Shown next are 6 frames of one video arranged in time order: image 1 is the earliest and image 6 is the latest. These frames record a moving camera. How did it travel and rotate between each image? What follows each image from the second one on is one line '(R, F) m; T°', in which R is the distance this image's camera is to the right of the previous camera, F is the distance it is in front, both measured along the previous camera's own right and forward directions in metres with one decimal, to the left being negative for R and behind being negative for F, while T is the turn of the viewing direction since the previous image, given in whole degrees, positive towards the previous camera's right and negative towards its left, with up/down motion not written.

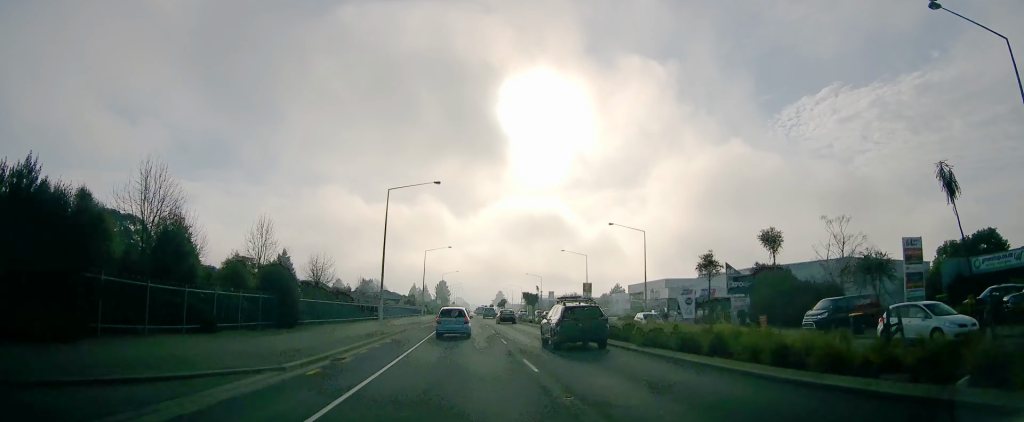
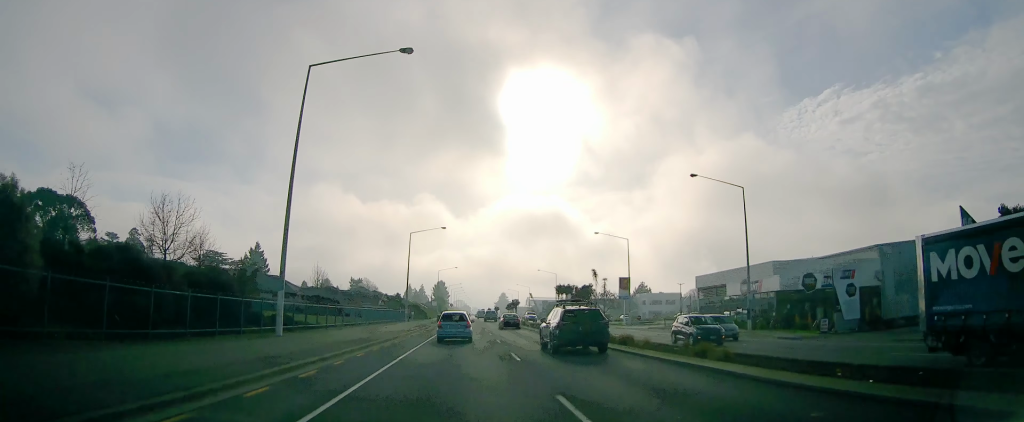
(+0.6, +27.3) m; 0°
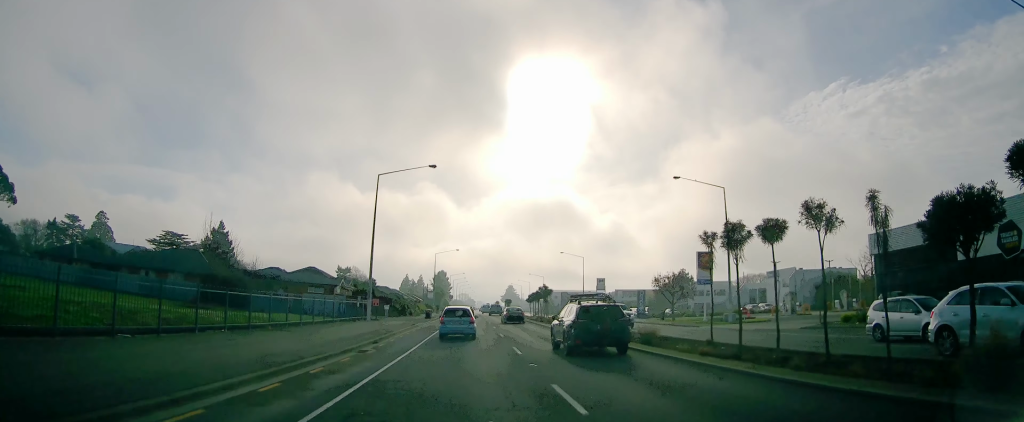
(+0.1, +30.1) m; -1°
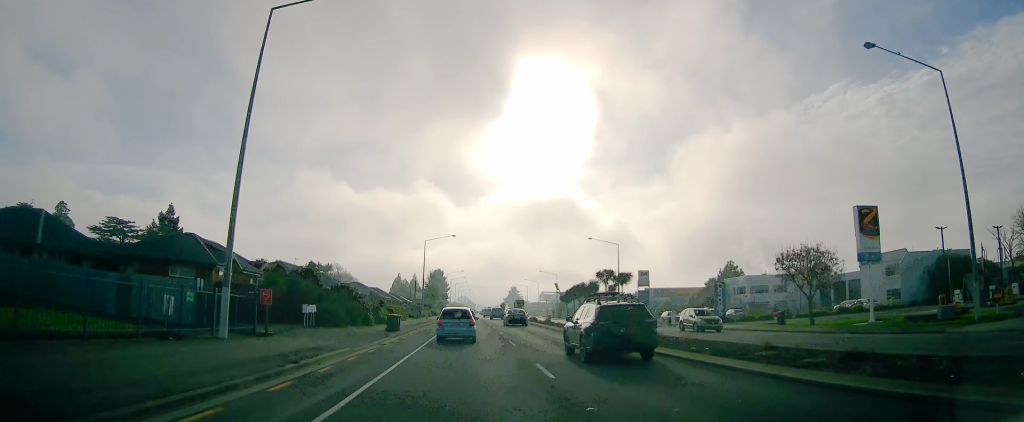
(-1.2, +26.3) m; +1°
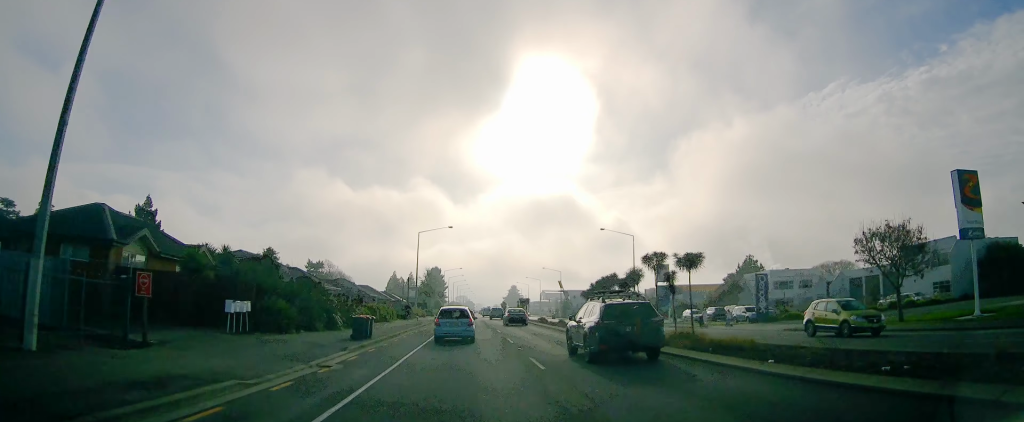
(+0.5, +8.8) m; 0°
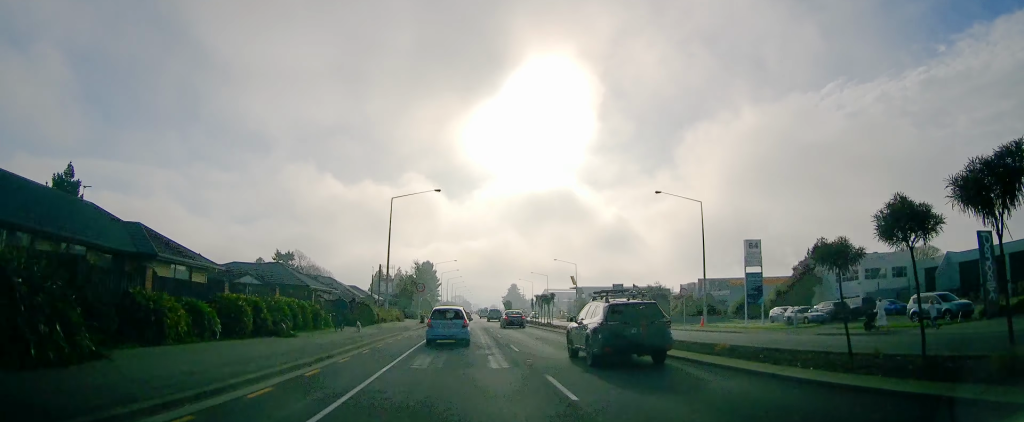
(-0.5, +24.8) m; 0°
